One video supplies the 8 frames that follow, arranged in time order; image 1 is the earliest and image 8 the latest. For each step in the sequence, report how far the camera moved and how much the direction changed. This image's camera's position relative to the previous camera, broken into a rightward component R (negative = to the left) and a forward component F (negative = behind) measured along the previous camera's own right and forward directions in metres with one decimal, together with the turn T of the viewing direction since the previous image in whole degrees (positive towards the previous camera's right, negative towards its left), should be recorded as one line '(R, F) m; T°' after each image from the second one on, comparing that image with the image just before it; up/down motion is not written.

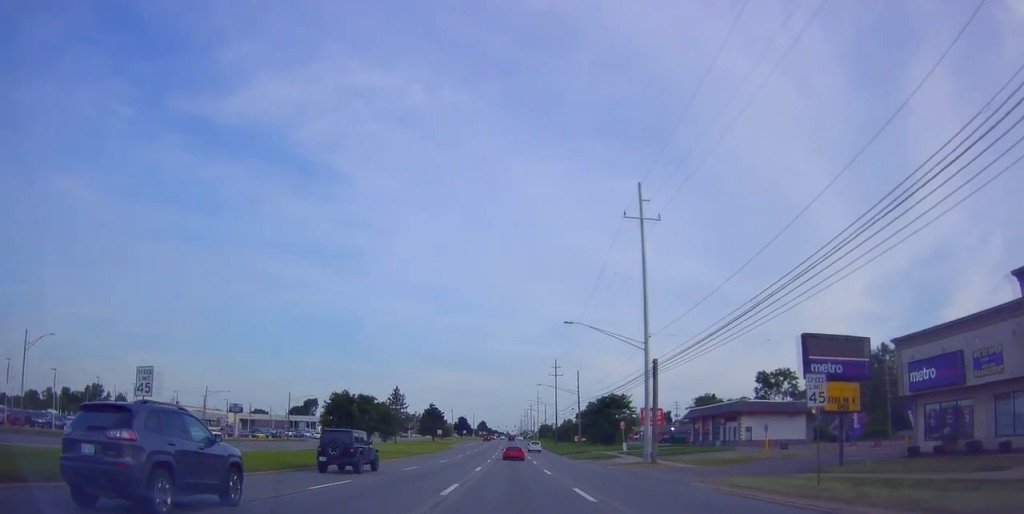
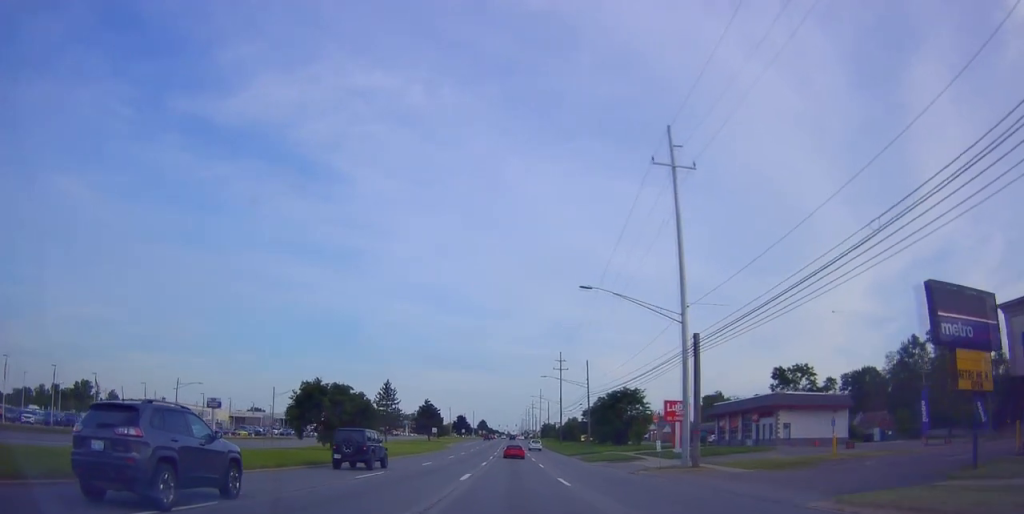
(+0.1, +9.4) m; 0°
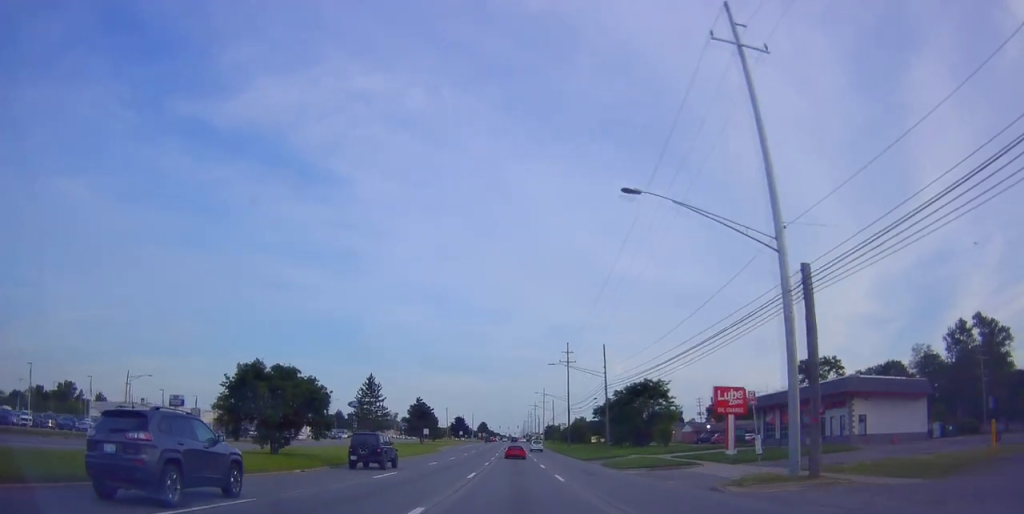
(-0.5, +13.5) m; 0°
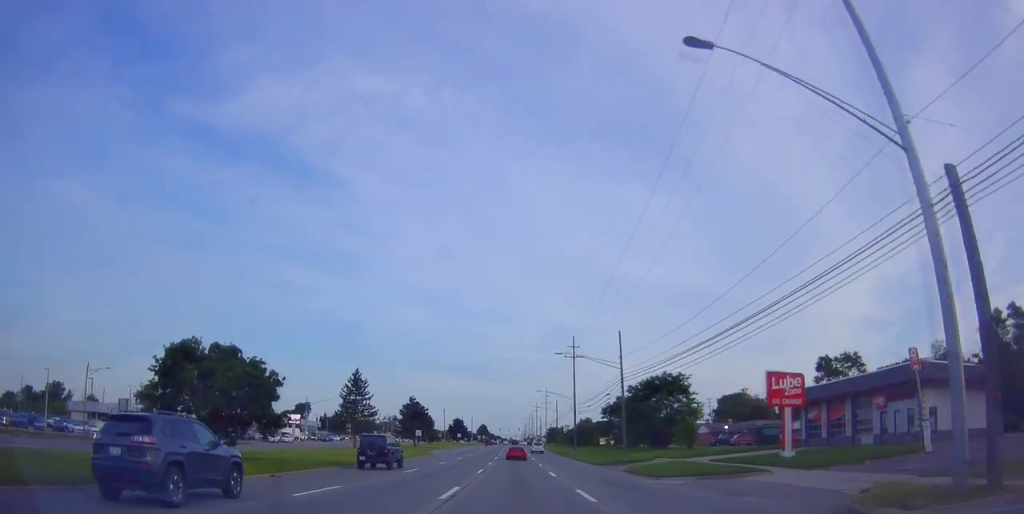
(+0.1, +9.1) m; +1°
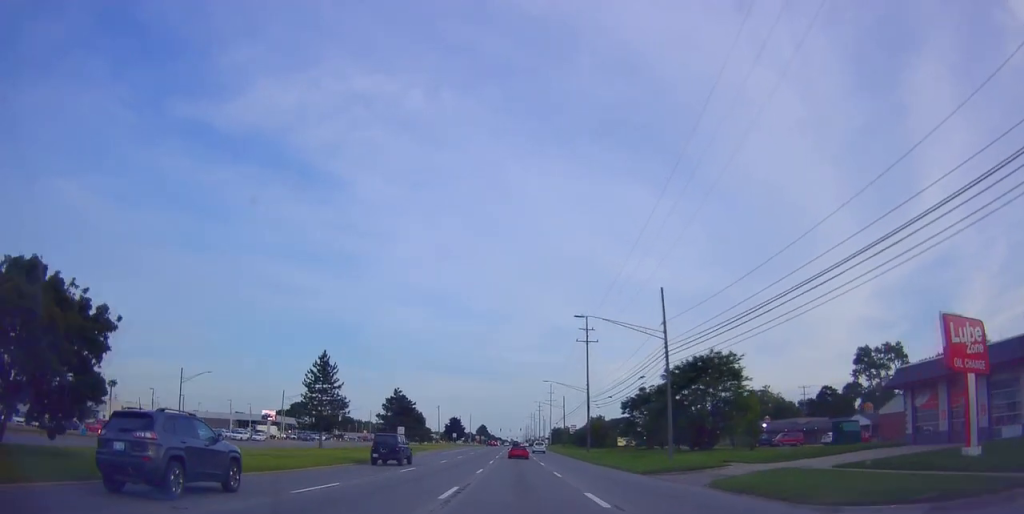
(+0.4, +15.7) m; +1°
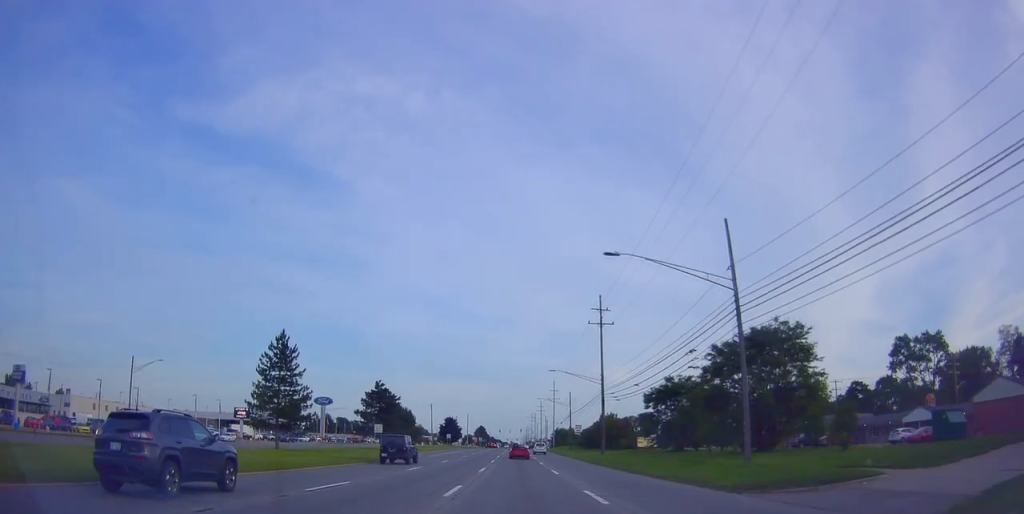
(+0.1, +13.2) m; -2°
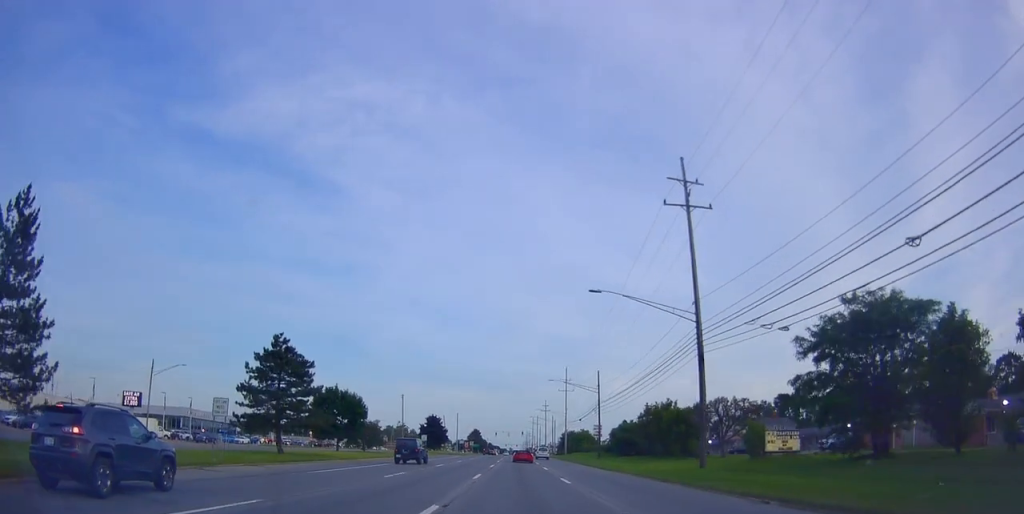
(-0.9, +36.4) m; 0°
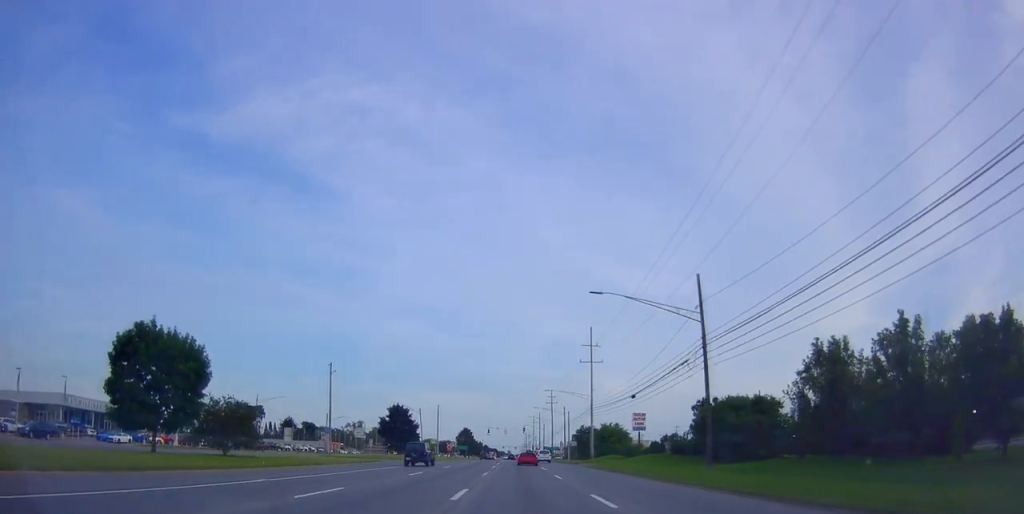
(+0.3, +40.6) m; 0°
